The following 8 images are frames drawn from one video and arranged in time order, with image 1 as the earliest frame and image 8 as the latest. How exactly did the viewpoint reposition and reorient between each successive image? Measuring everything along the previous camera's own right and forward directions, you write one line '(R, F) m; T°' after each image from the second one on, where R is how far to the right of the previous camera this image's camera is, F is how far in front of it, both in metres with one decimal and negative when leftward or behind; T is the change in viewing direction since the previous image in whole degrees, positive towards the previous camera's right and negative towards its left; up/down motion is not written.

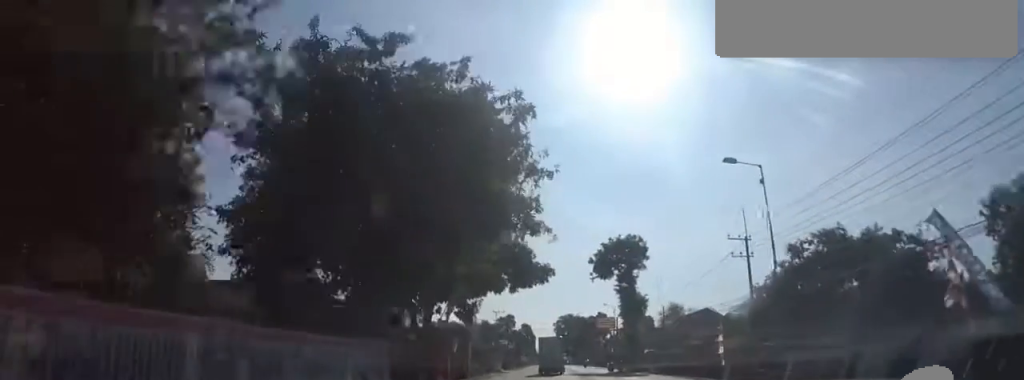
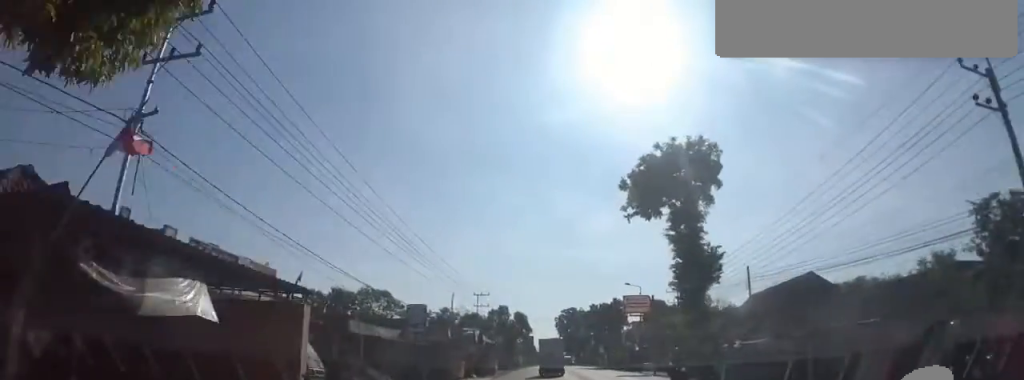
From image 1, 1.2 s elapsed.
(+0.1, +21.0) m; 0°
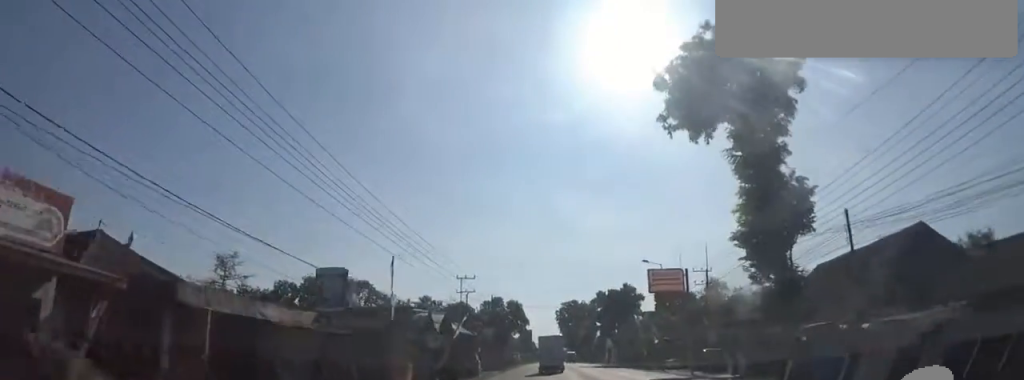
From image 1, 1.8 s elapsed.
(-0.4, +10.4) m; 0°
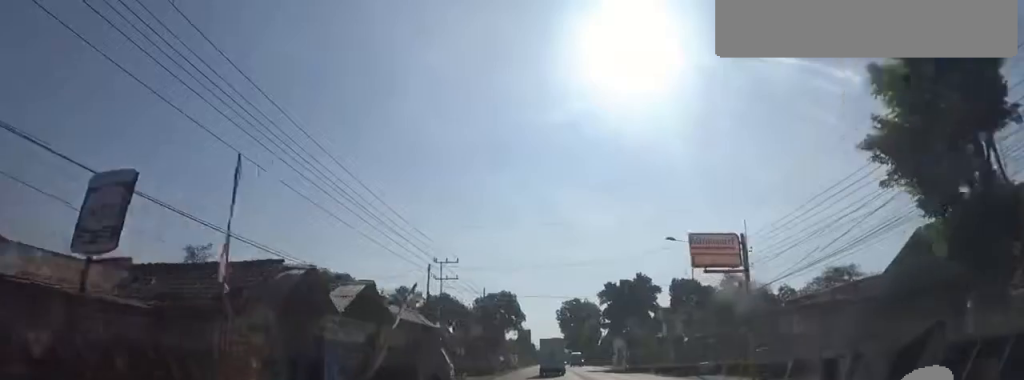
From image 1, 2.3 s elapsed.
(+0.8, +9.1) m; 0°
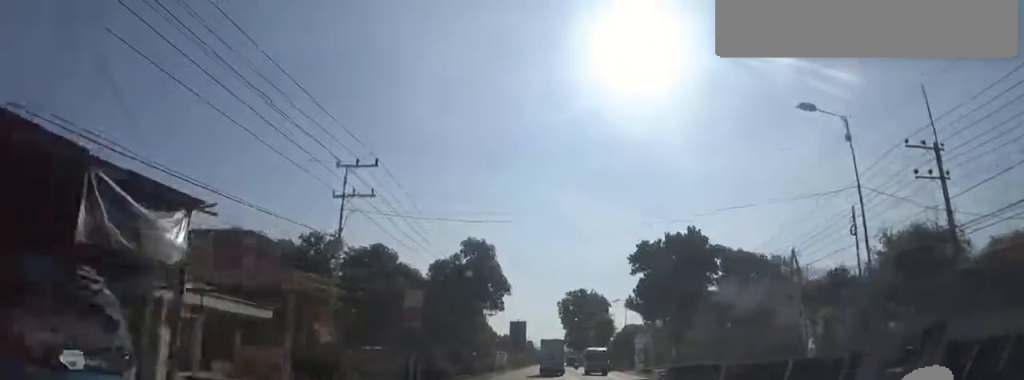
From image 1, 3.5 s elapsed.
(-0.9, +19.6) m; -4°
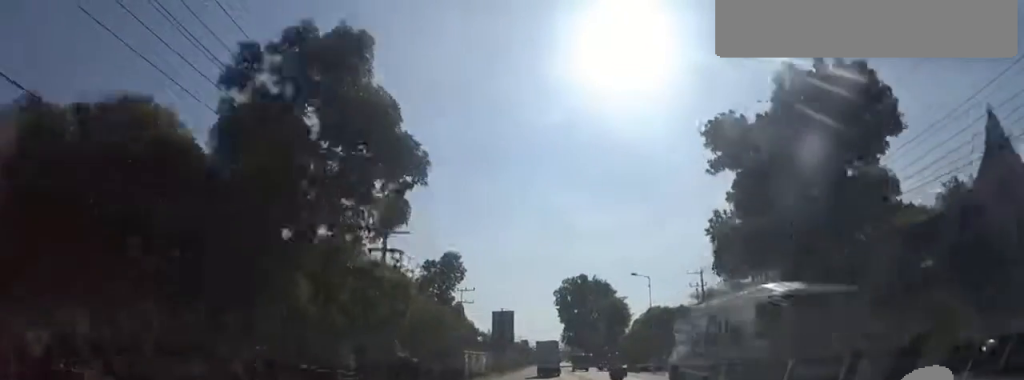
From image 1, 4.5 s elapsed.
(-0.3, +18.8) m; +4°
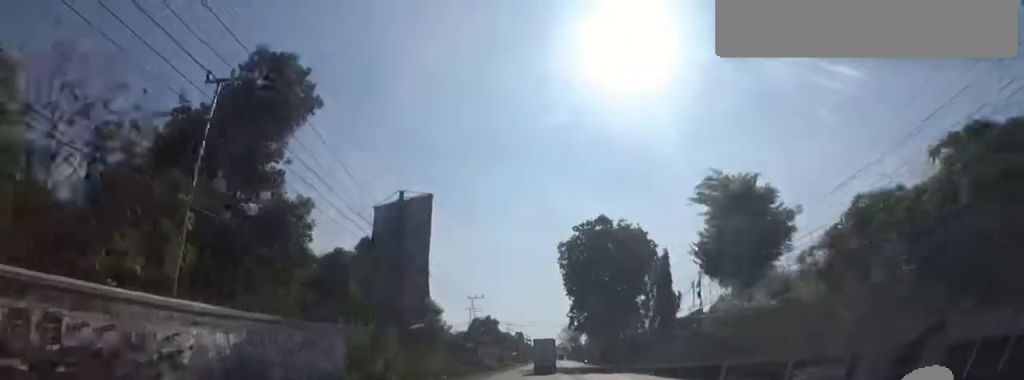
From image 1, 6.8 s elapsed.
(+0.3, +40.7) m; 0°
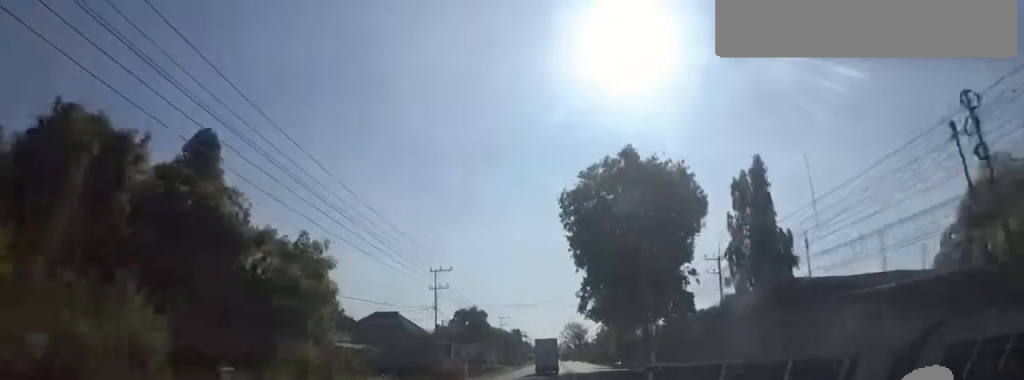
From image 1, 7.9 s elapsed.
(+0.9, +20.4) m; 0°
